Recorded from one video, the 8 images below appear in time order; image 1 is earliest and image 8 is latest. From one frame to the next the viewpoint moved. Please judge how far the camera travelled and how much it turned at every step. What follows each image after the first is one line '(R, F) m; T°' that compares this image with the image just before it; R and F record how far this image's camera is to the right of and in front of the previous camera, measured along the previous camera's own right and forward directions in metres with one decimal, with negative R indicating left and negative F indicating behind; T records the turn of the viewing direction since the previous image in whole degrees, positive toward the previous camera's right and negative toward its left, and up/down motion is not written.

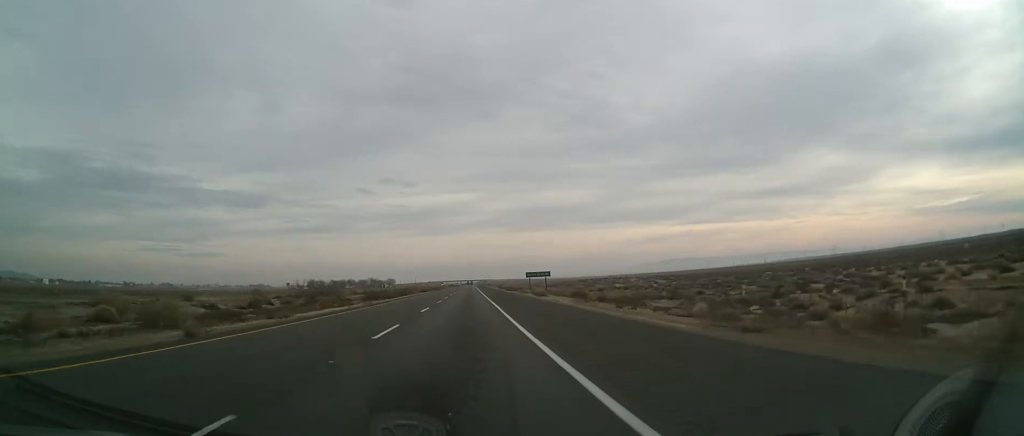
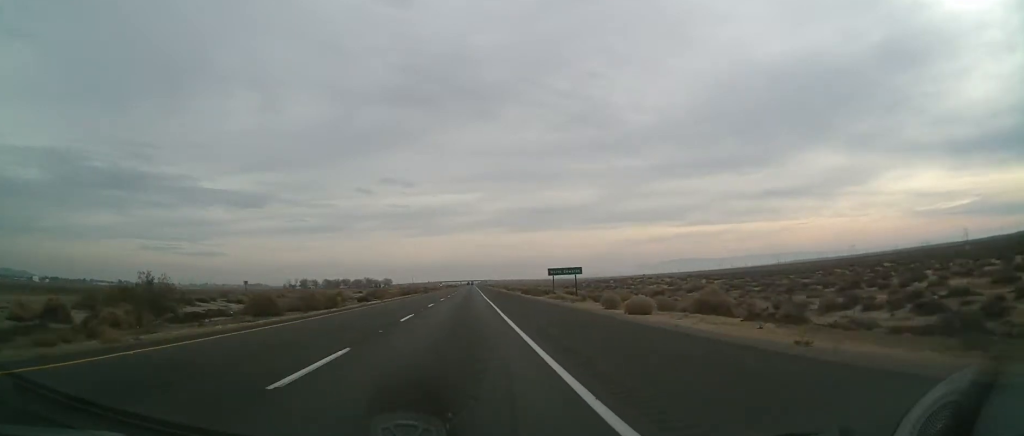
(0.0, +36.8) m; 0°
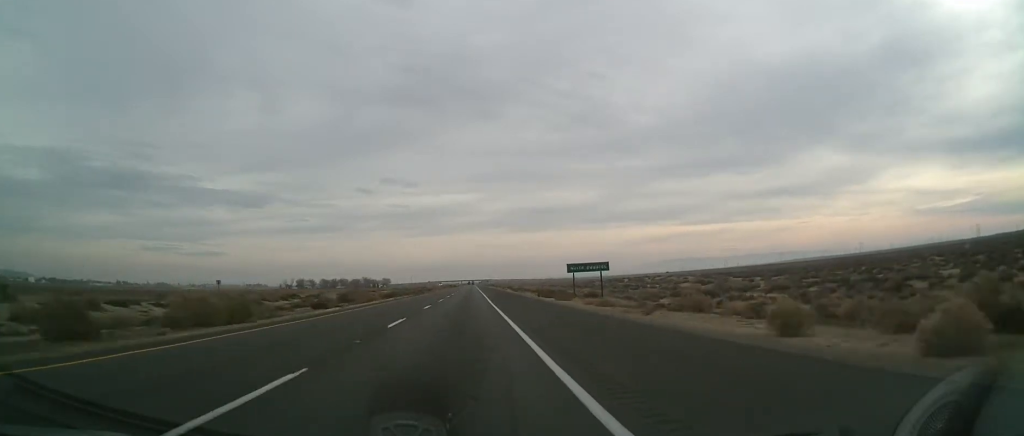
(0.0, +17.8) m; 0°
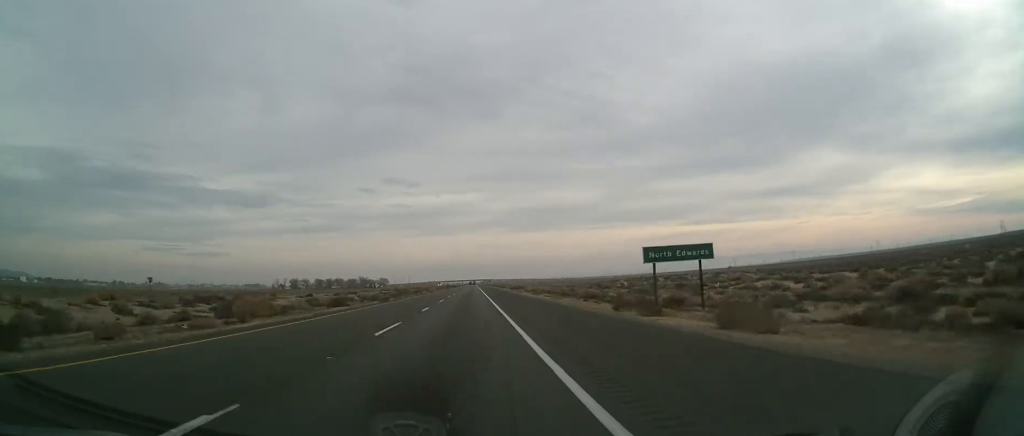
(0.0, +32.2) m; 0°
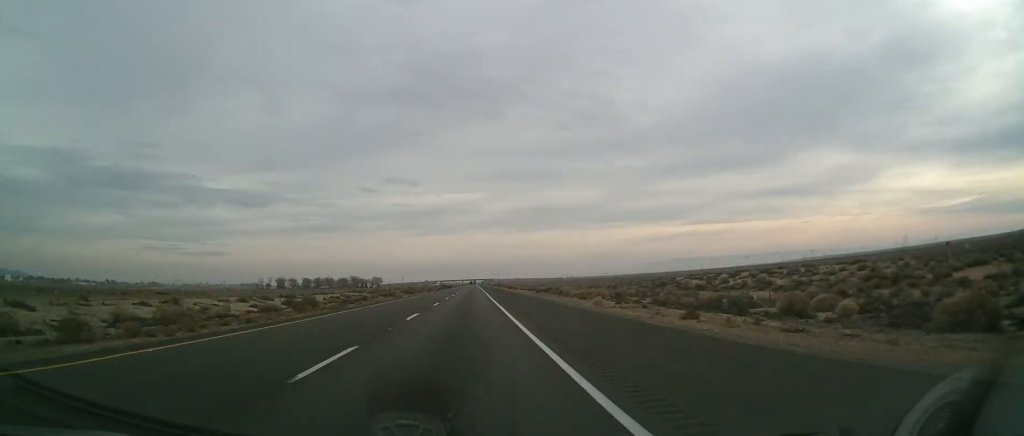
(0.0, +51.3) m; 0°
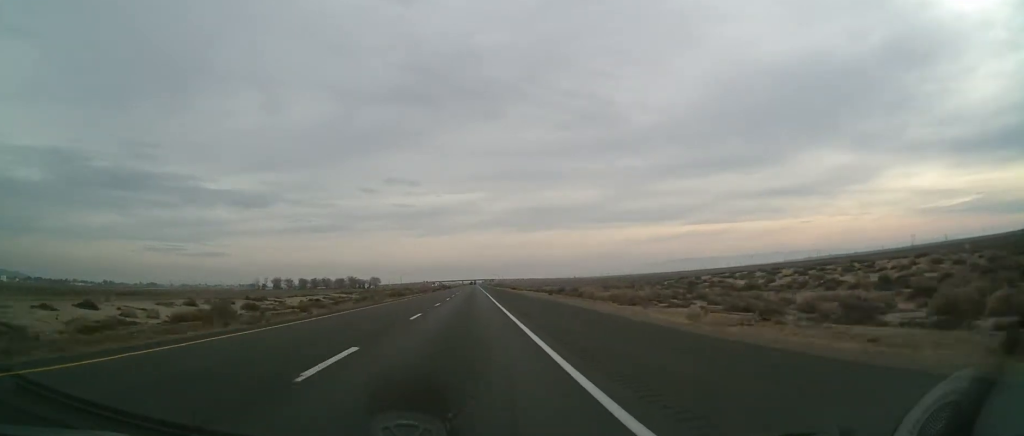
(0.0, +14.3) m; 0°
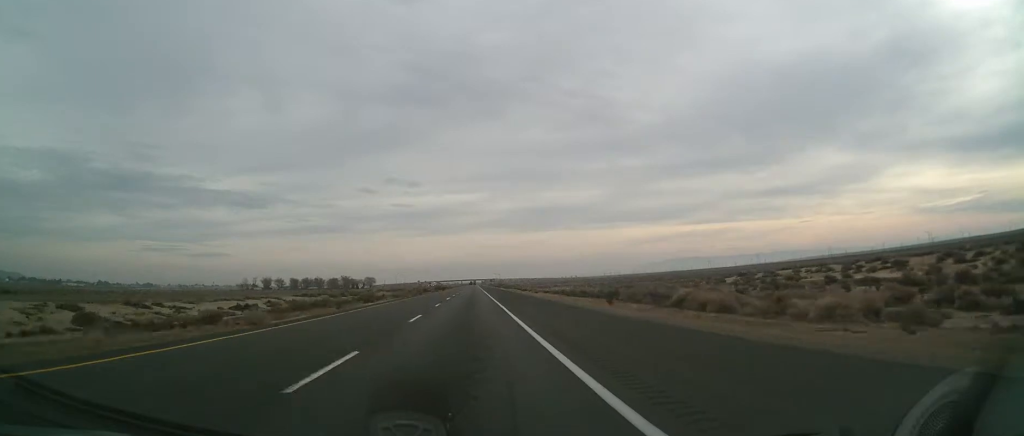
(0.0, +29.9) m; 0°
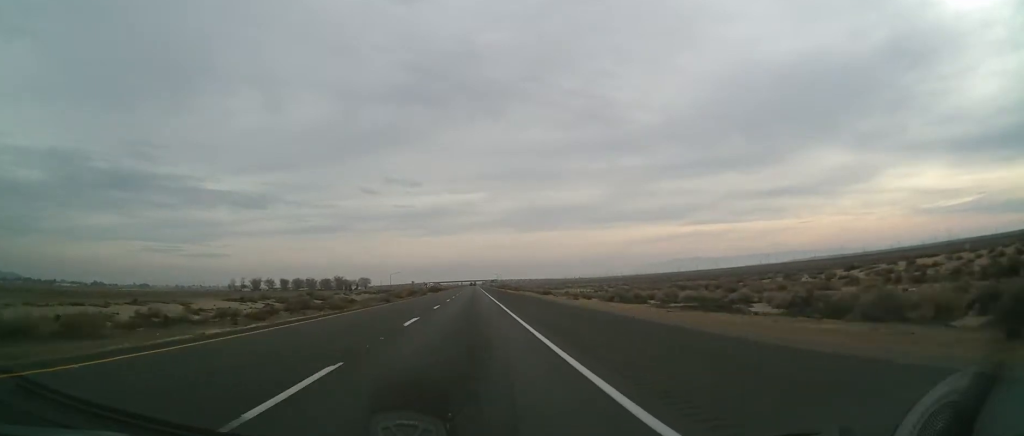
(-0.1, +31.1) m; -1°
